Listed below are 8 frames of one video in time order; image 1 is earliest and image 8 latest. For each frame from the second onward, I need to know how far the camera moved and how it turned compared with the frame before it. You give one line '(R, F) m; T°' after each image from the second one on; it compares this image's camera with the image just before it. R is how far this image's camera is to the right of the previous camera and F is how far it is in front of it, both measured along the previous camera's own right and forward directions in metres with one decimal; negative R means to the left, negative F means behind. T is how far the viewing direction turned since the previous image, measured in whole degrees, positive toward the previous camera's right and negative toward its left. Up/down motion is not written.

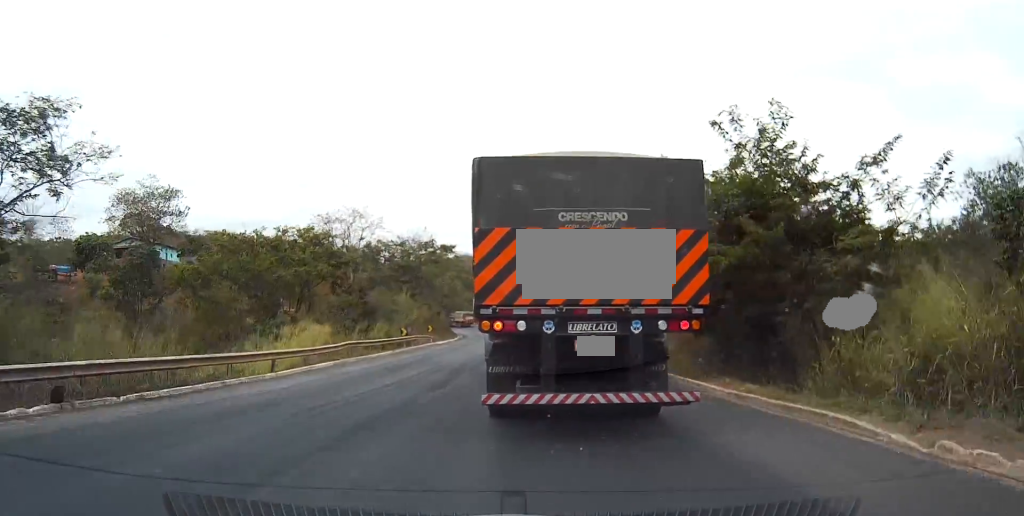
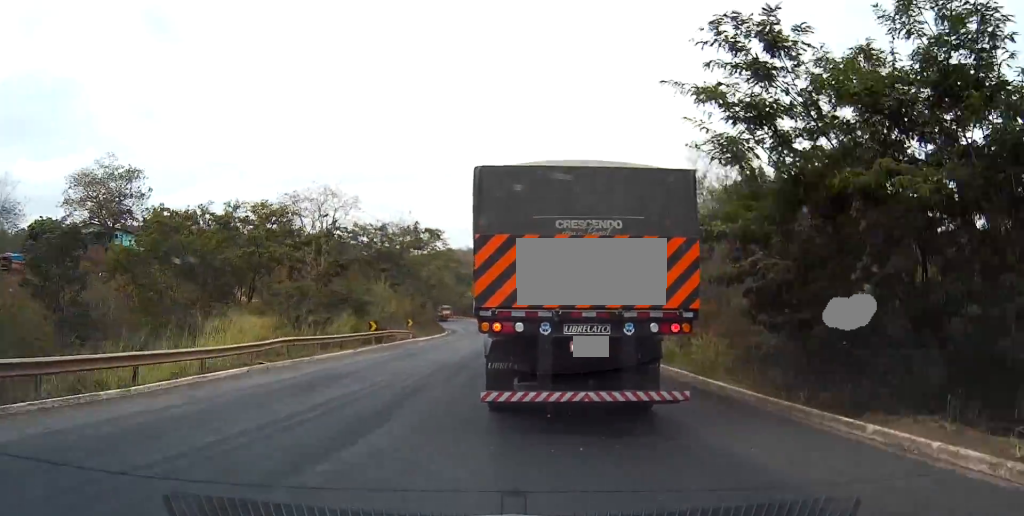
(0.0, +9.9) m; 0°
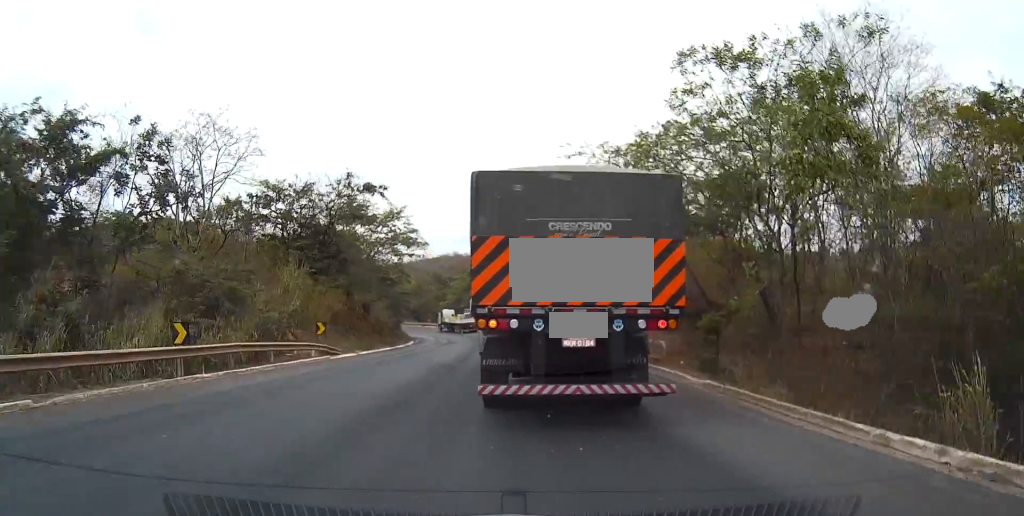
(+0.3, +25.4) m; +1°
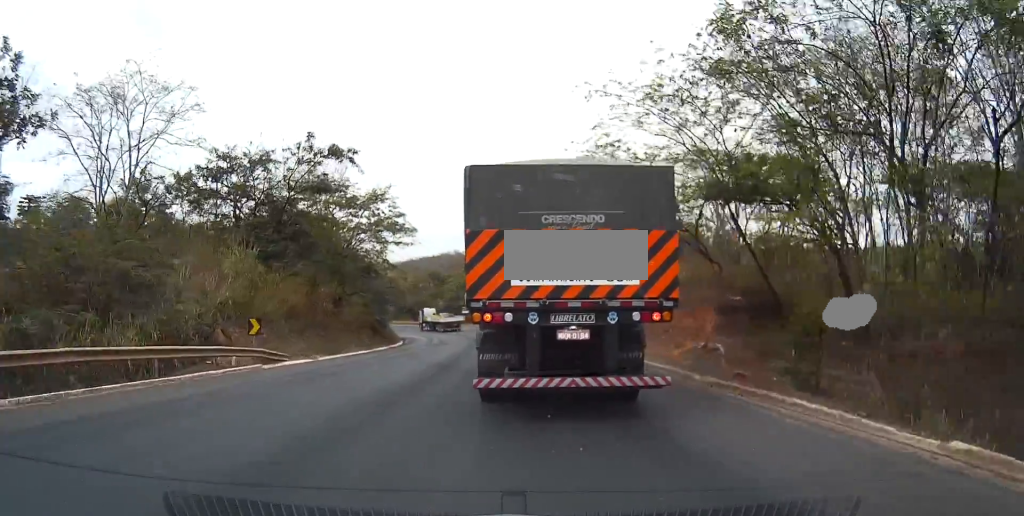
(-0.1, +9.5) m; 0°
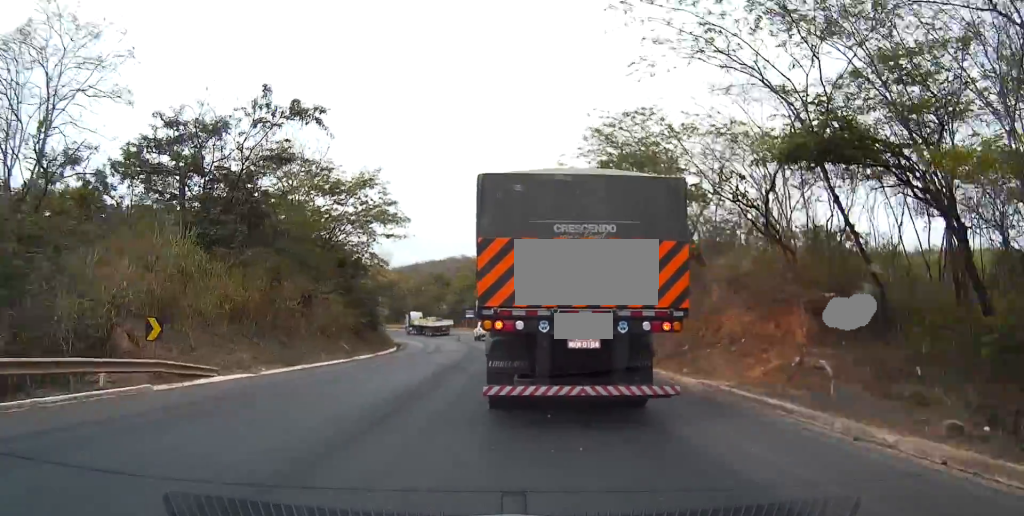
(0.0, +8.3) m; 0°
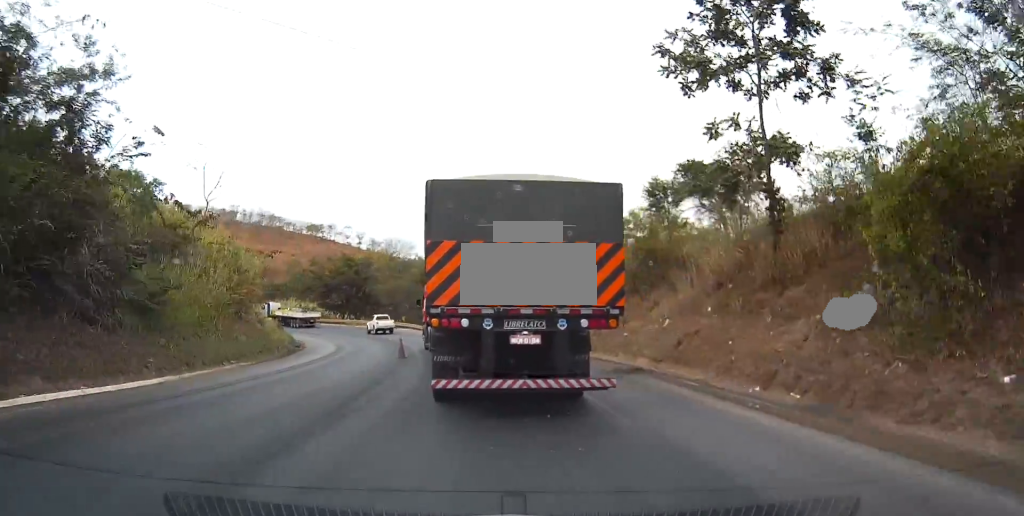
(-8.8, +44.4) m; -18°
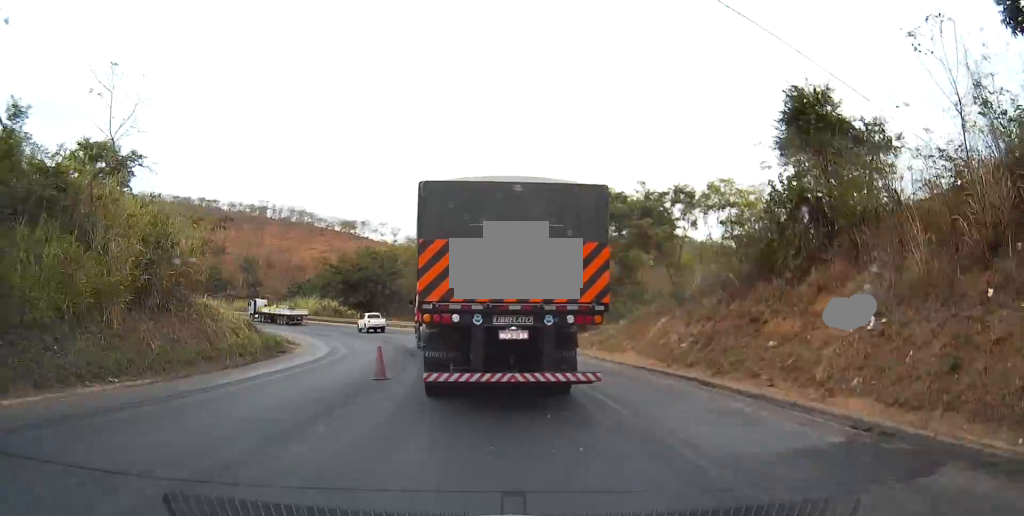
(0.0, +11.9) m; 0°
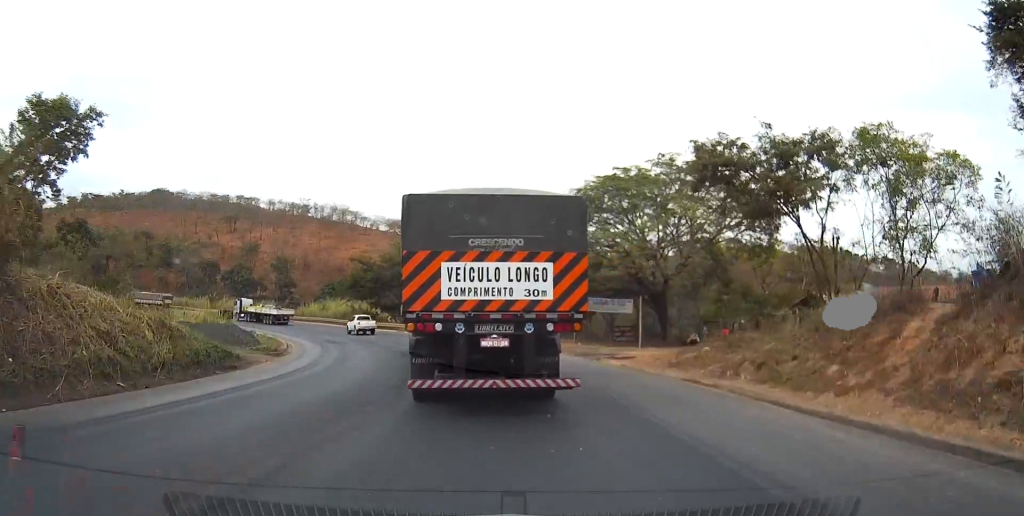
(0.0, +14.2) m; 0°
